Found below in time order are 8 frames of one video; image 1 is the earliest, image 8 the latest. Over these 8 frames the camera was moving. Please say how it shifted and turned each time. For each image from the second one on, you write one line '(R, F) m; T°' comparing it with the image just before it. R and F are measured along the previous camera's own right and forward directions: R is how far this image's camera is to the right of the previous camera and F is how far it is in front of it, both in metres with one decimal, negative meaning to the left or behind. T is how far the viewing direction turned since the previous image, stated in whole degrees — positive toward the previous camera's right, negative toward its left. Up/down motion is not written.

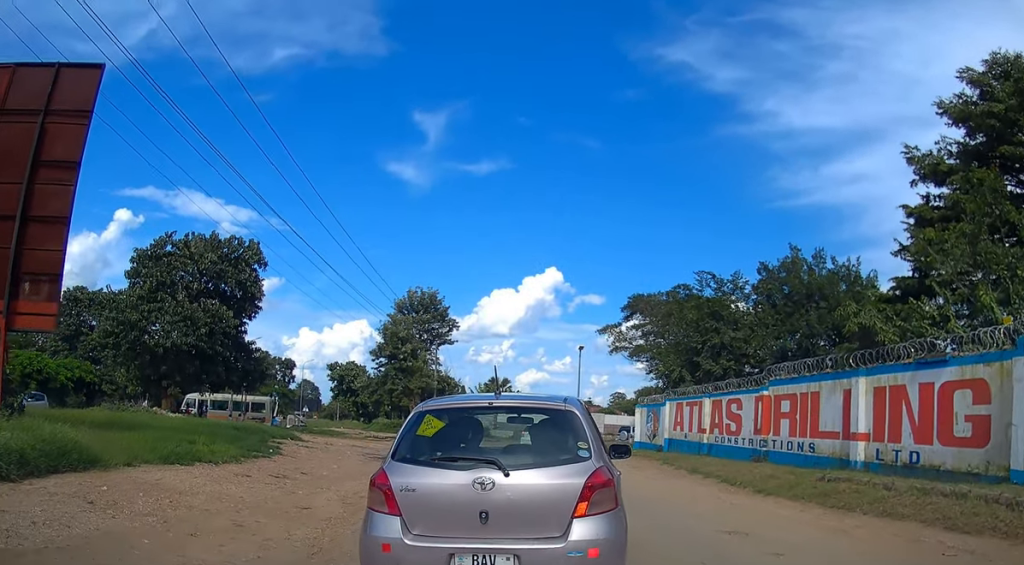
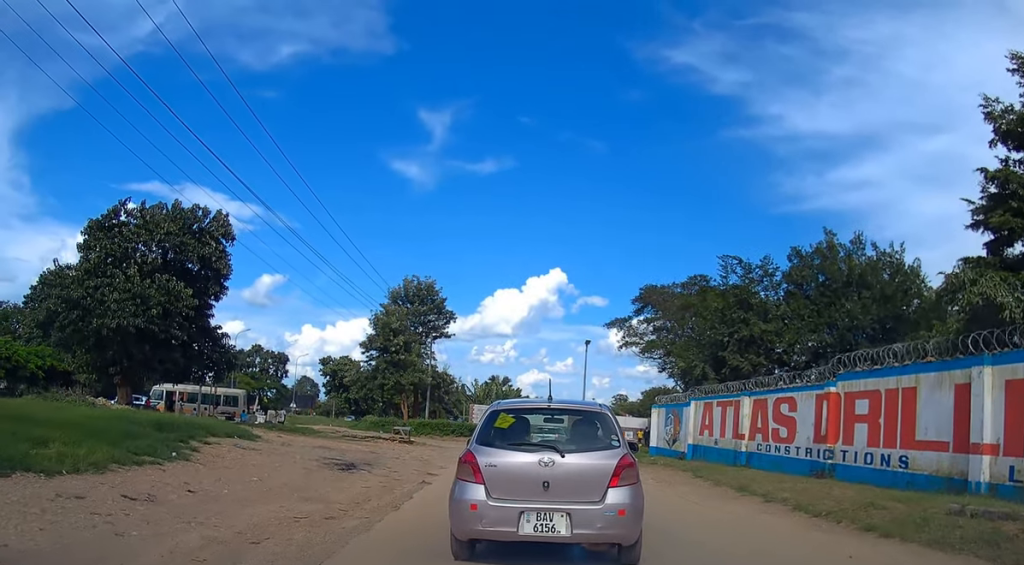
(+0.2, +4.9) m; +4°
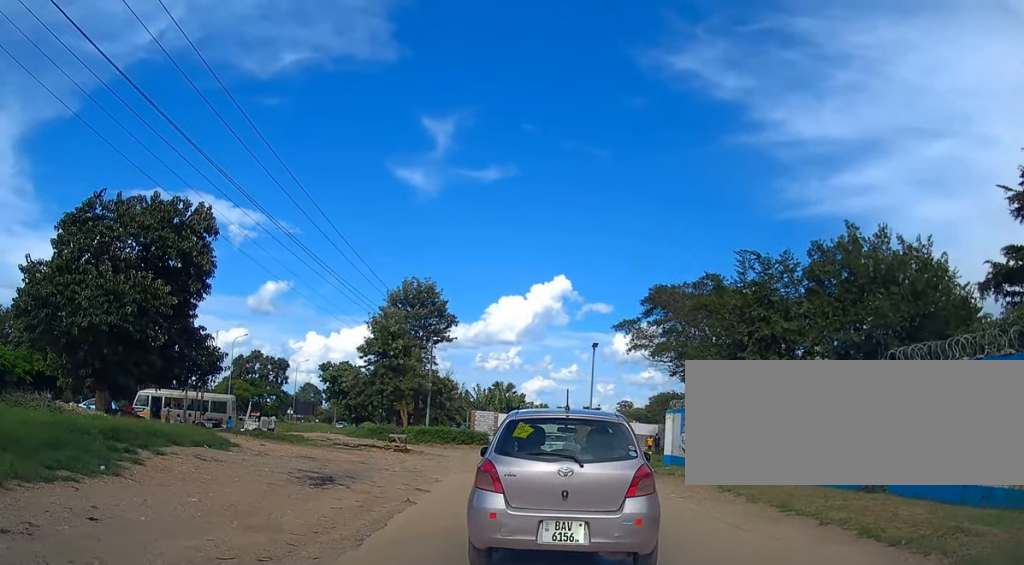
(+0.1, +2.2) m; +1°
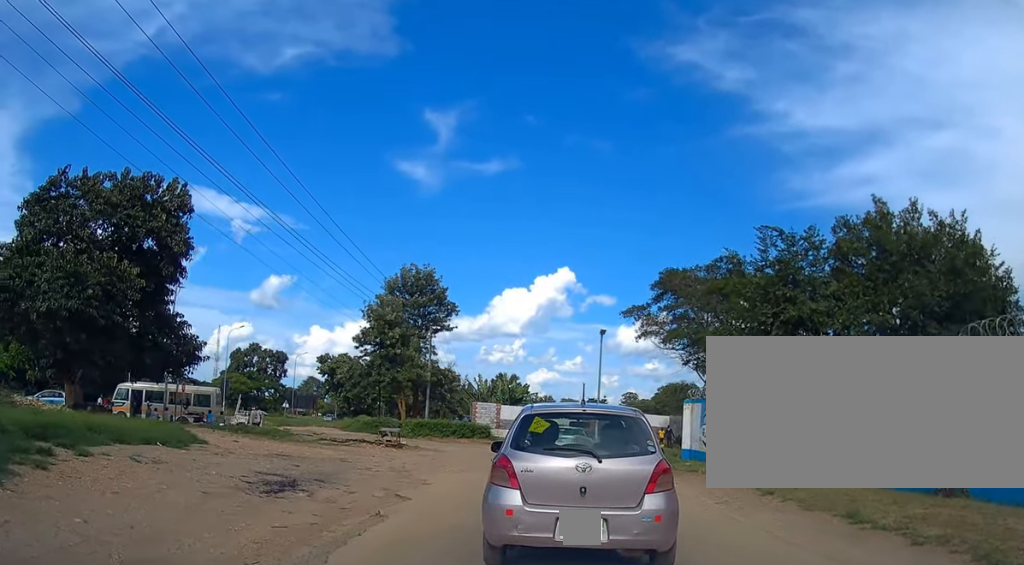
(-0.1, +2.7) m; -1°
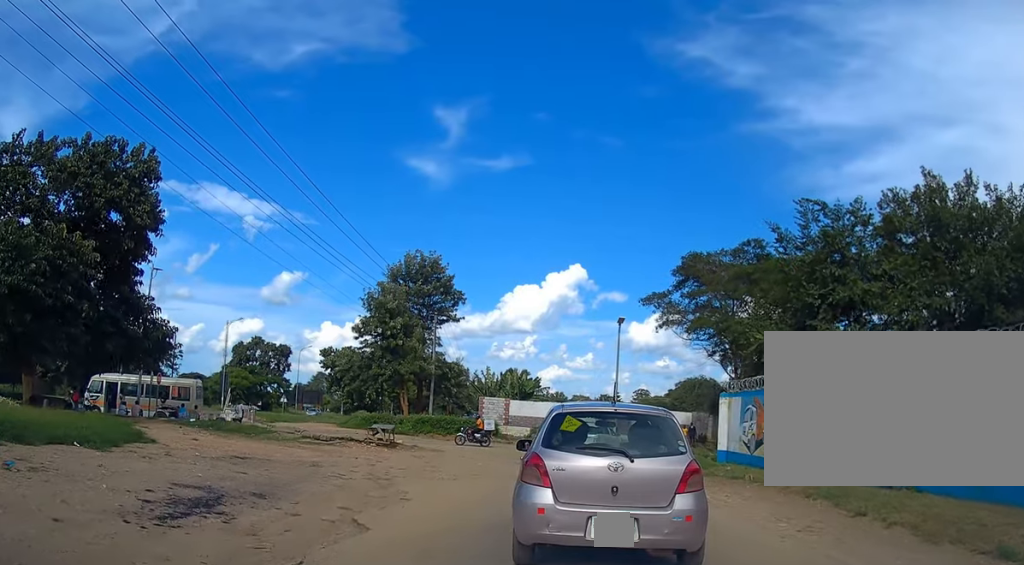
(-0.1, +4.0) m; -1°
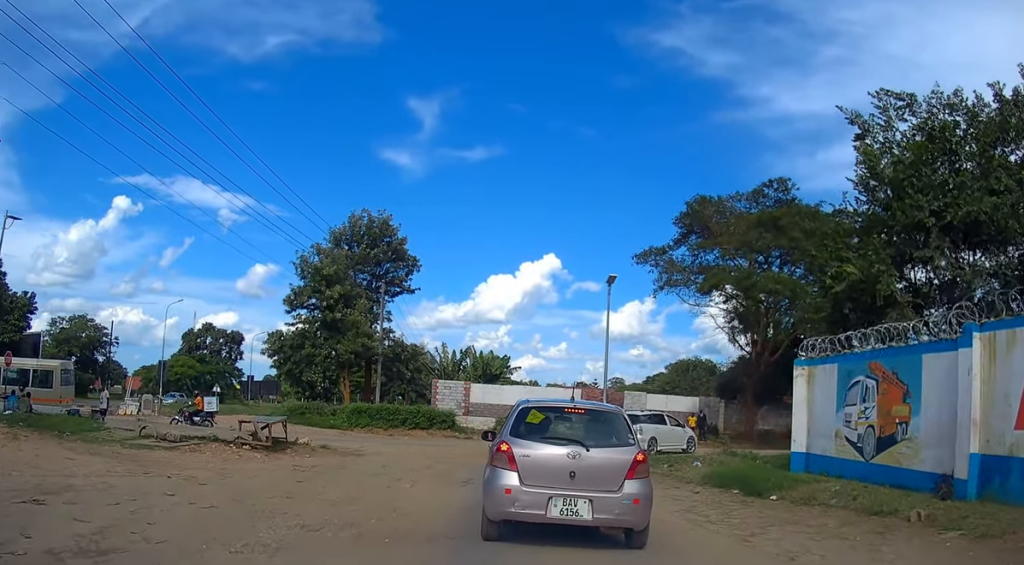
(+0.2, +10.3) m; +2°
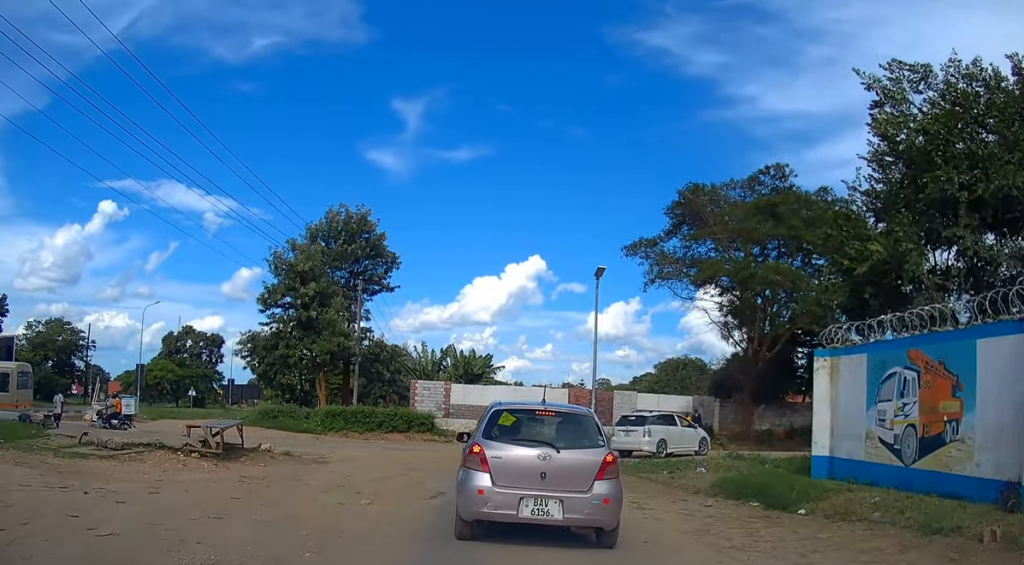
(0.0, +2.2) m; 0°
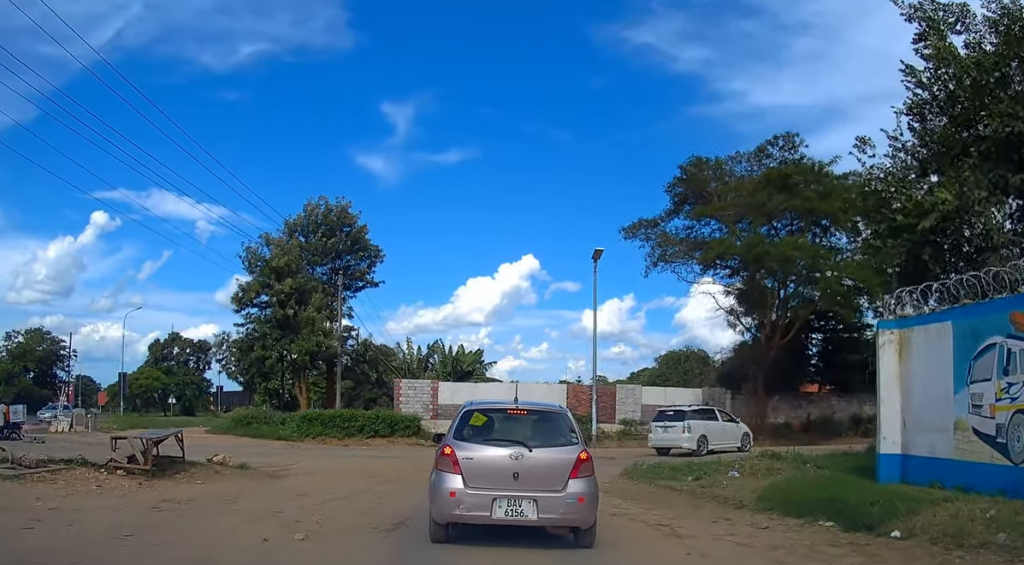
(-0.2, +3.1) m; -1°
